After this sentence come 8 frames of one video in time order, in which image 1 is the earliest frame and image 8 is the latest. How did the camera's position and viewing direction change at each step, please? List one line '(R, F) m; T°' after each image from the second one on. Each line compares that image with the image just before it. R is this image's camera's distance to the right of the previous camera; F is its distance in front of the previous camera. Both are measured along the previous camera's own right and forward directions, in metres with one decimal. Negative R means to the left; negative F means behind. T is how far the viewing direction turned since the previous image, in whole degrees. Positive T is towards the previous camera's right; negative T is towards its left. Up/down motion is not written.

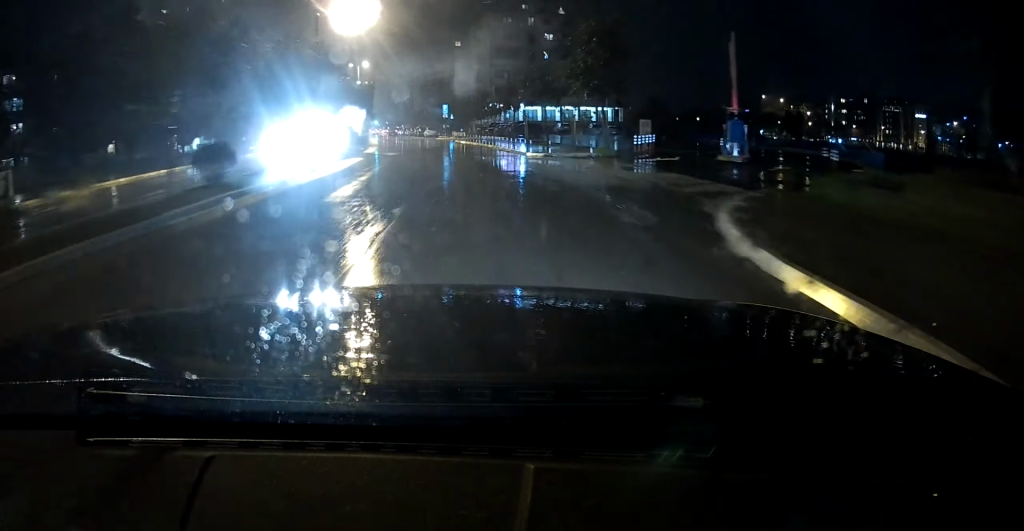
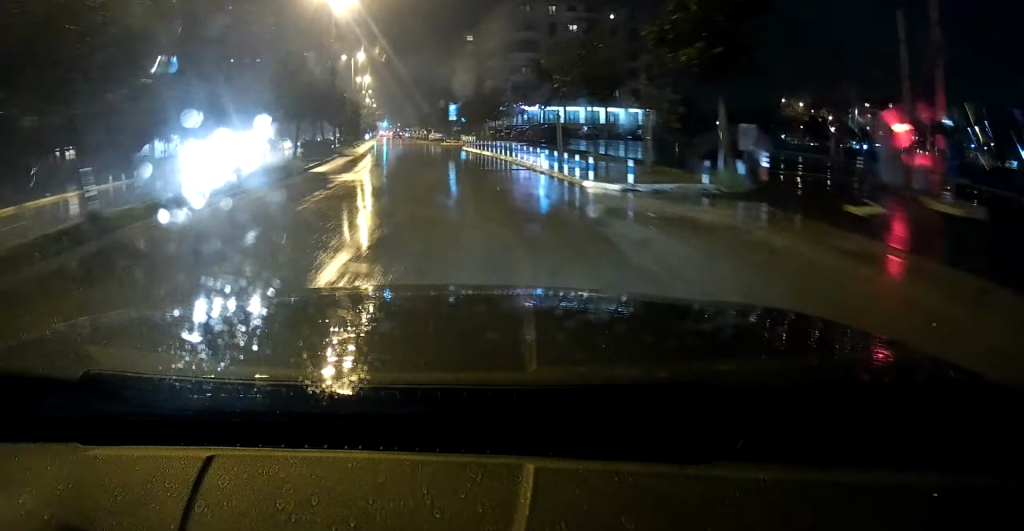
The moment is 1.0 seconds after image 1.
(0.0, +13.0) m; -2°
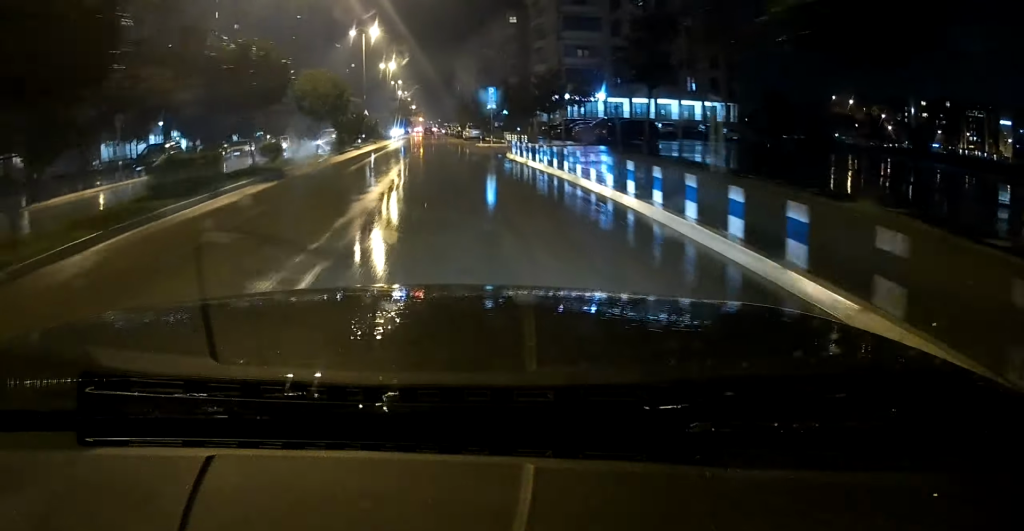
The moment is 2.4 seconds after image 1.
(-0.5, +17.3) m; -3°
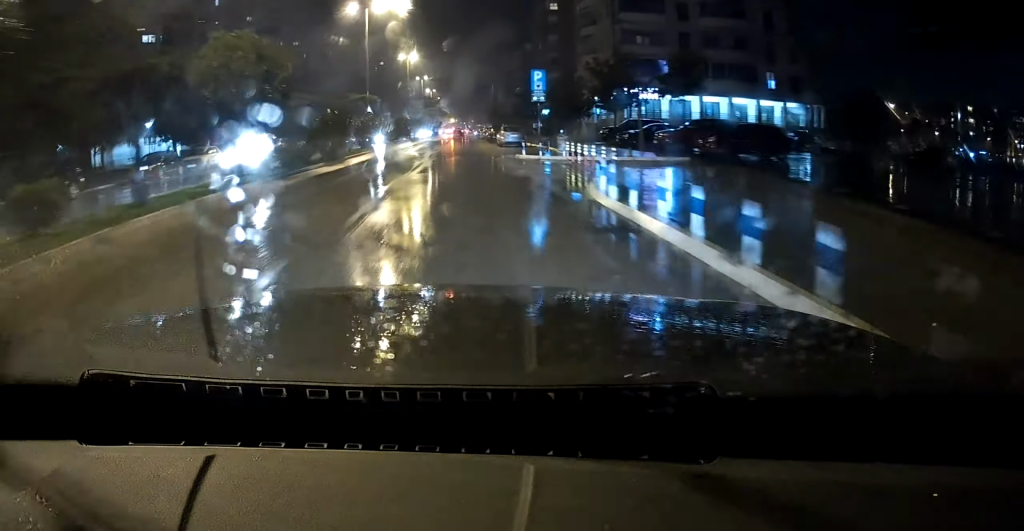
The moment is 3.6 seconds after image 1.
(-0.2, +14.3) m; -2°
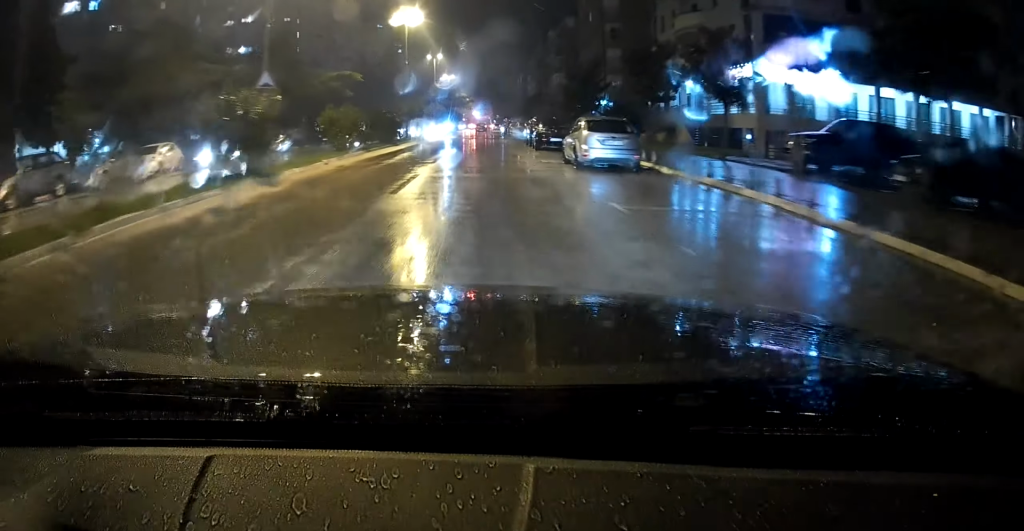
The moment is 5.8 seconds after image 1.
(-0.7, +25.9) m; -2°
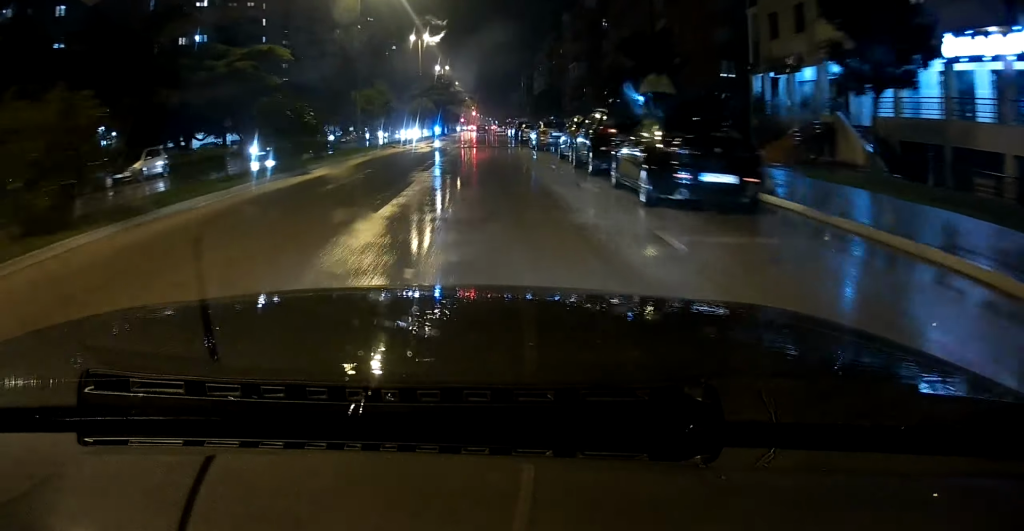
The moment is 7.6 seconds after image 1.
(-0.1, +19.7) m; 0°
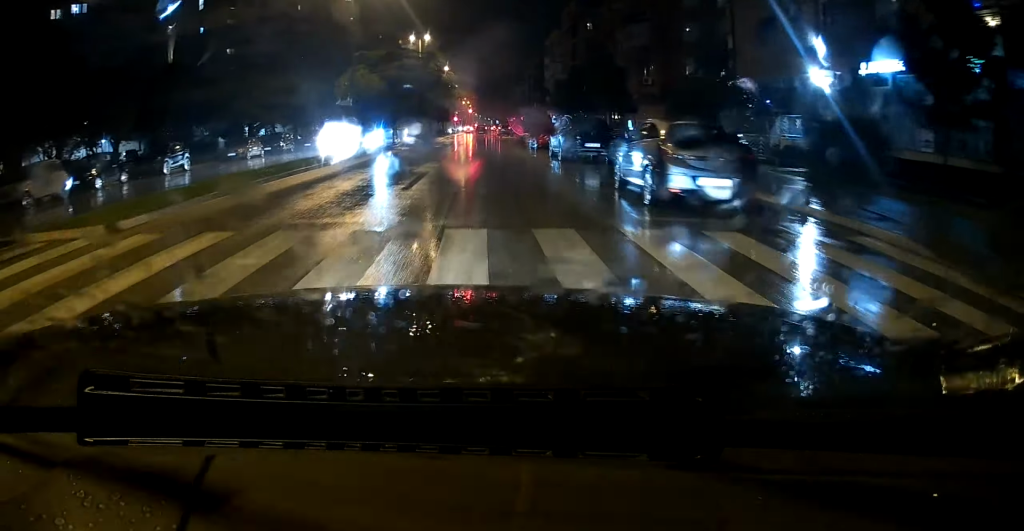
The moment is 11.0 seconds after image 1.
(-0.1, +32.5) m; 0°
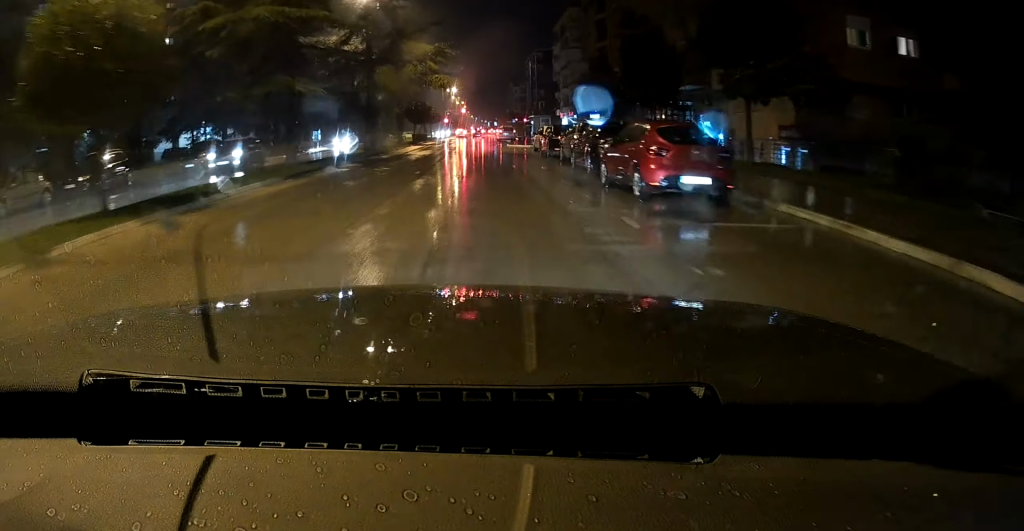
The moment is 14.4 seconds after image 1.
(0.0, +25.8) m; +1°
